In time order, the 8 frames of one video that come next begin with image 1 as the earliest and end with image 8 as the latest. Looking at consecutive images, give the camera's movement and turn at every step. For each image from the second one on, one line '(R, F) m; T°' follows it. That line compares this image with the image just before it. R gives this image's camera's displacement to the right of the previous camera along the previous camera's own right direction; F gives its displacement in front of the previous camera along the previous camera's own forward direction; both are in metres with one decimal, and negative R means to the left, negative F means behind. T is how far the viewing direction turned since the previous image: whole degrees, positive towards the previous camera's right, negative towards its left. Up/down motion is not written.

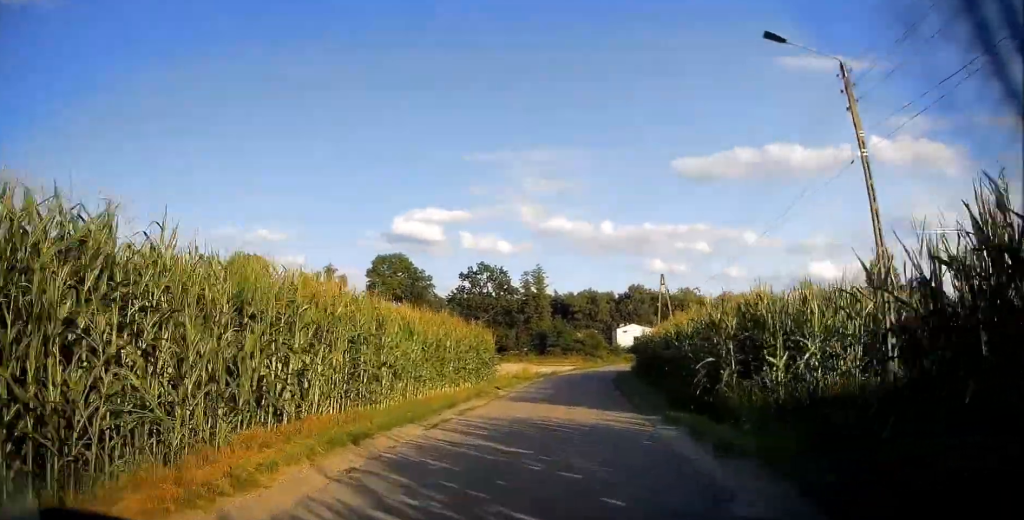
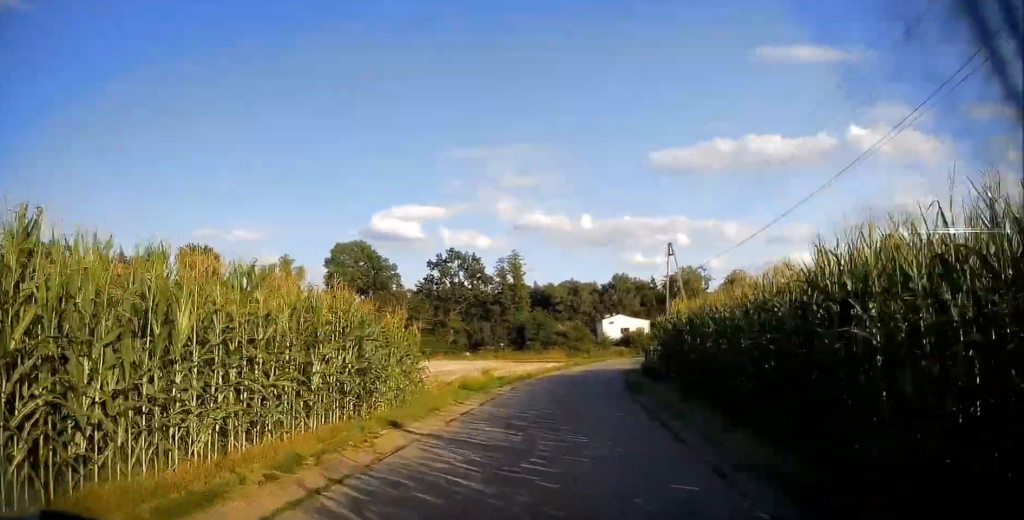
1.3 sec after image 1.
(+0.3, +12.5) m; +2°
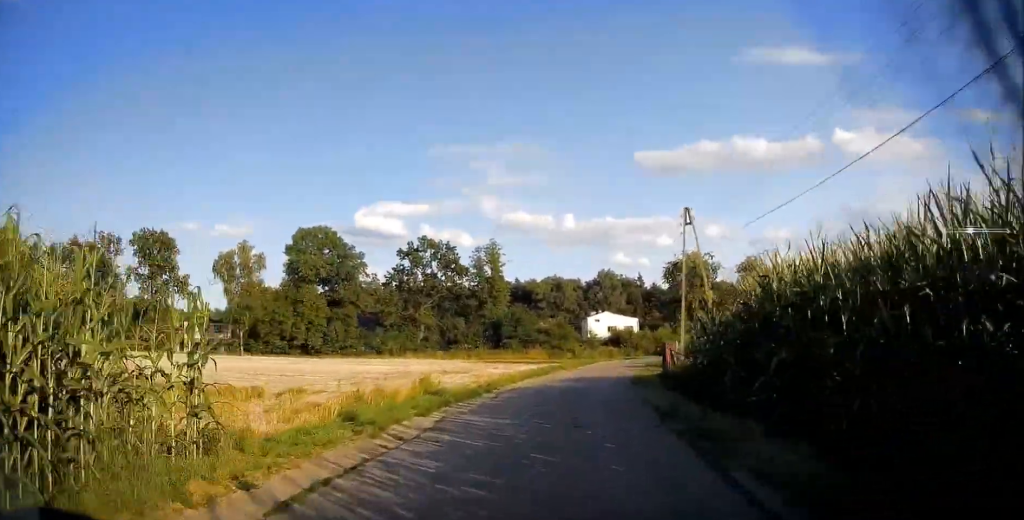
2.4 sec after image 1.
(+0.1, +10.2) m; +2°
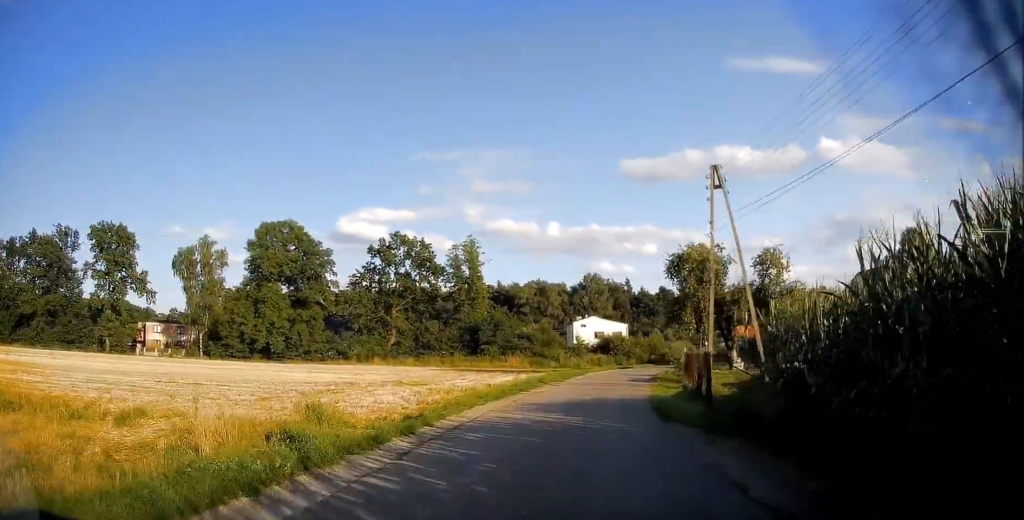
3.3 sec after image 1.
(+0.3, +8.4) m; +1°
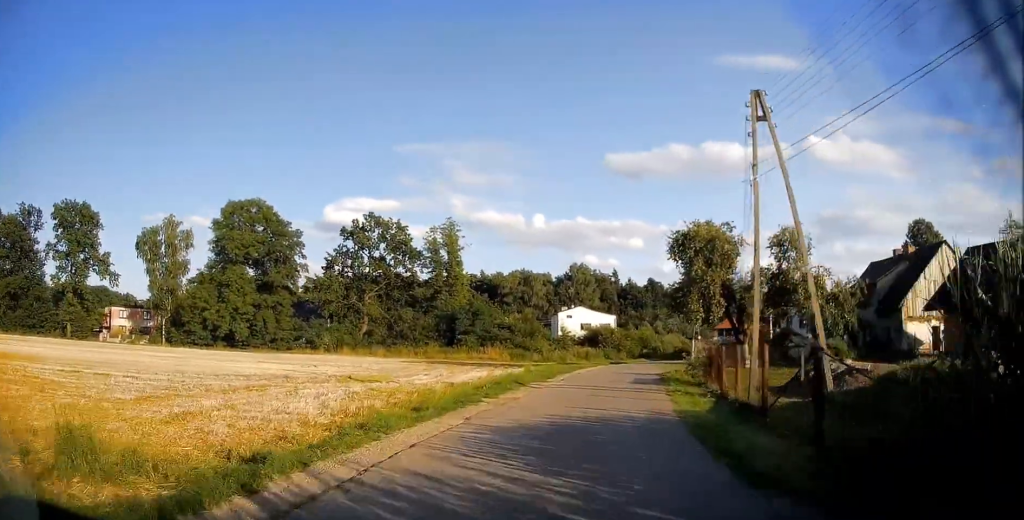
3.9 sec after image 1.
(-0.2, +6.5) m; +2°
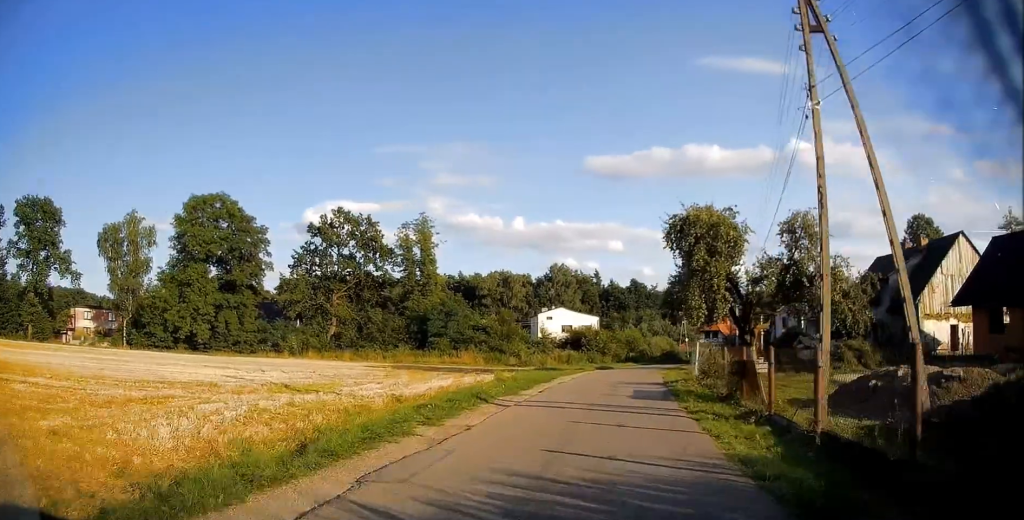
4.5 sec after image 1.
(0.0, +5.2) m; +2°
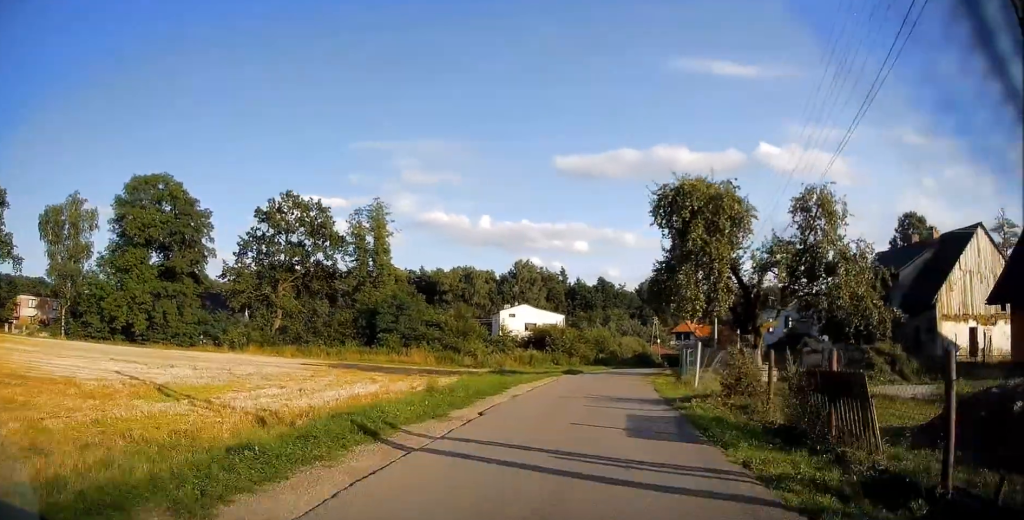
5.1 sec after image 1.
(+0.4, +6.6) m; +3°
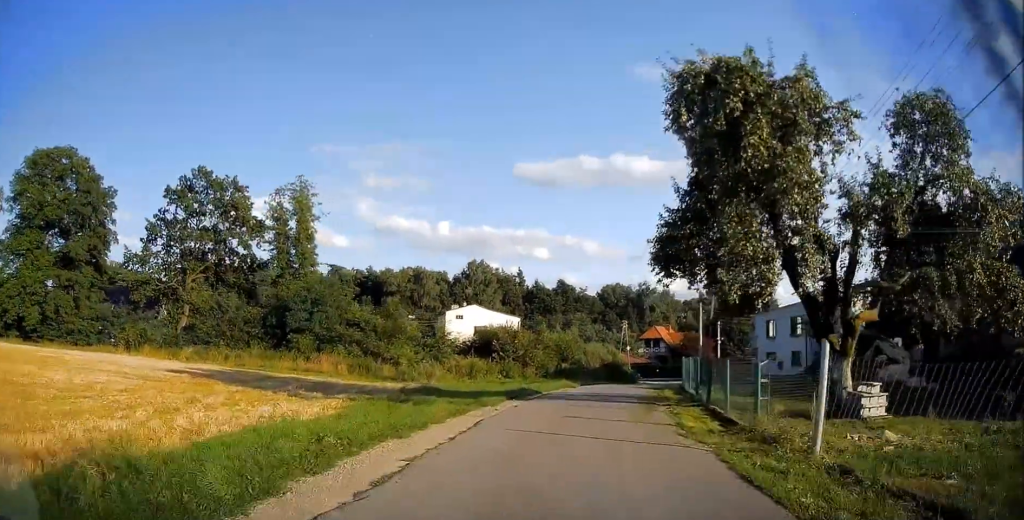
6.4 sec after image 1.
(+0.3, +12.5) m; +3°
